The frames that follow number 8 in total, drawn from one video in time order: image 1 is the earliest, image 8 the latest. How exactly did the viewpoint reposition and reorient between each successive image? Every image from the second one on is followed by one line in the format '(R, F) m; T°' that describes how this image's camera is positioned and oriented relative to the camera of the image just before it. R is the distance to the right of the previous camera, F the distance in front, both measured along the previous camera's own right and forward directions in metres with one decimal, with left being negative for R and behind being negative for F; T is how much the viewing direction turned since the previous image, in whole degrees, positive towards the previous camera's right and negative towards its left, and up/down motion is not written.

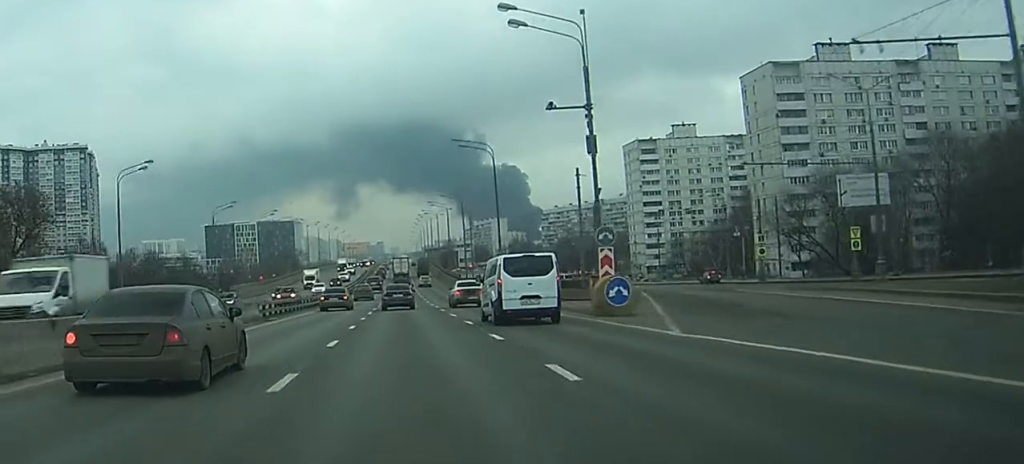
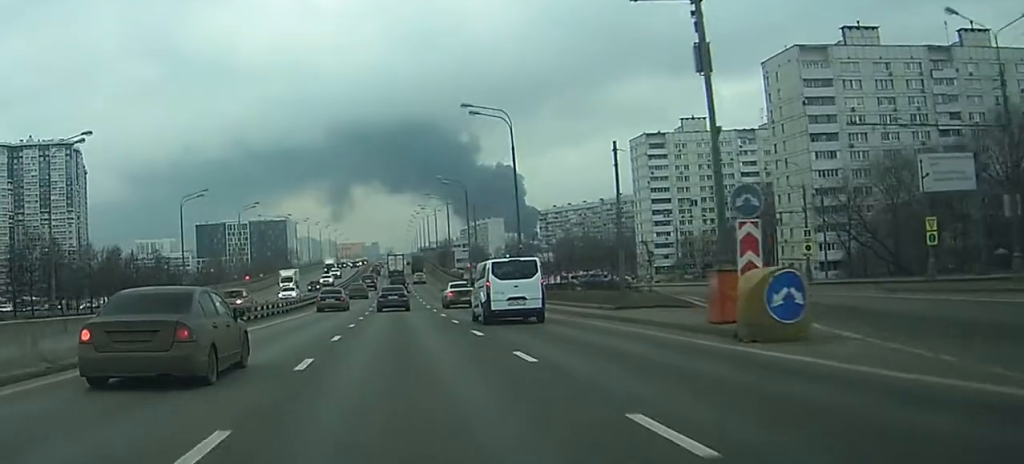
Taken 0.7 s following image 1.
(-0.1, +12.6) m; 0°
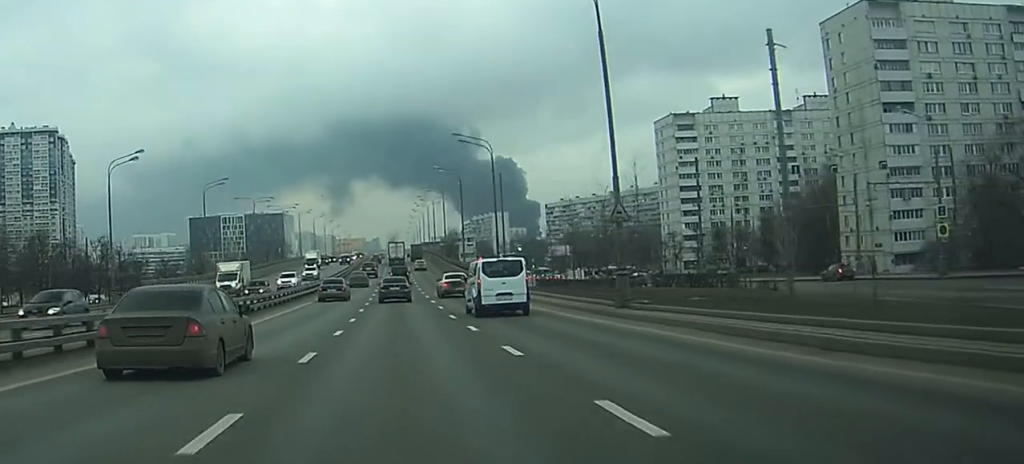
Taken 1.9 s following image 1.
(+0.1, +22.6) m; 0°
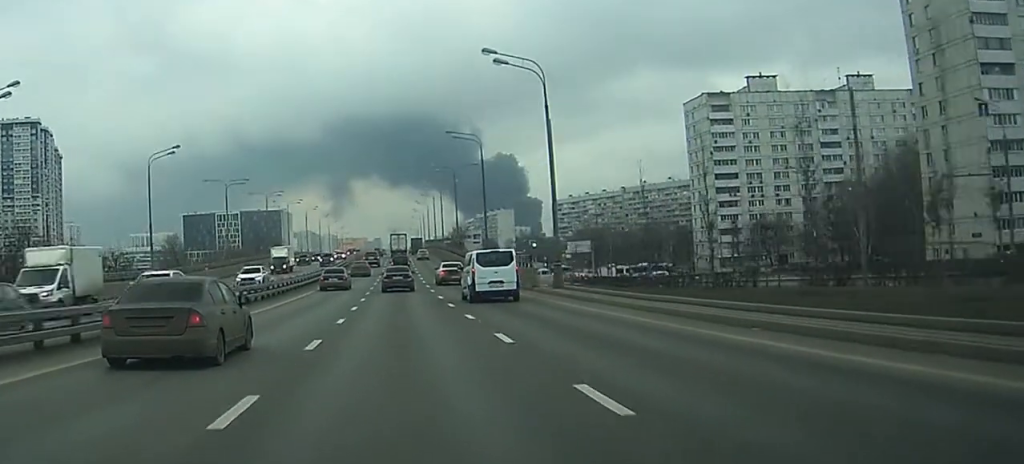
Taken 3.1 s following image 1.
(0.0, +22.7) m; 0°
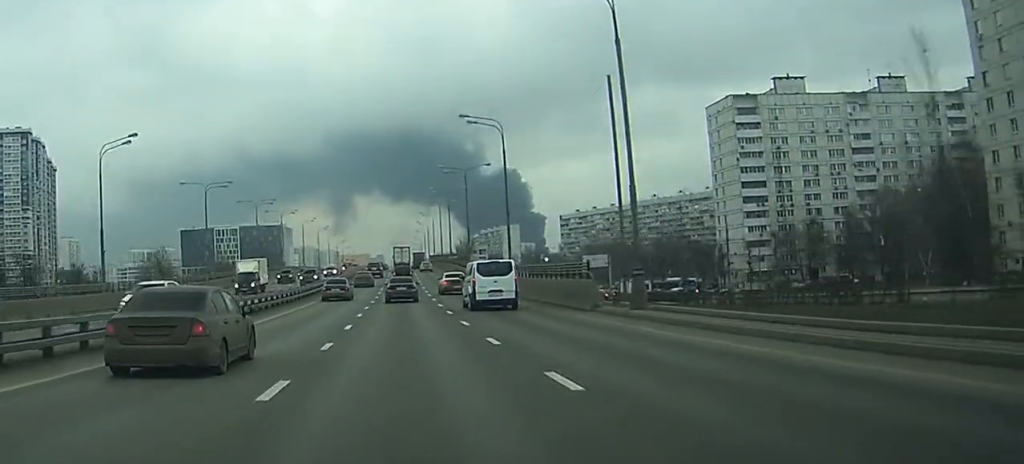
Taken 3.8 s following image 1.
(0.0, +13.5) m; 0°
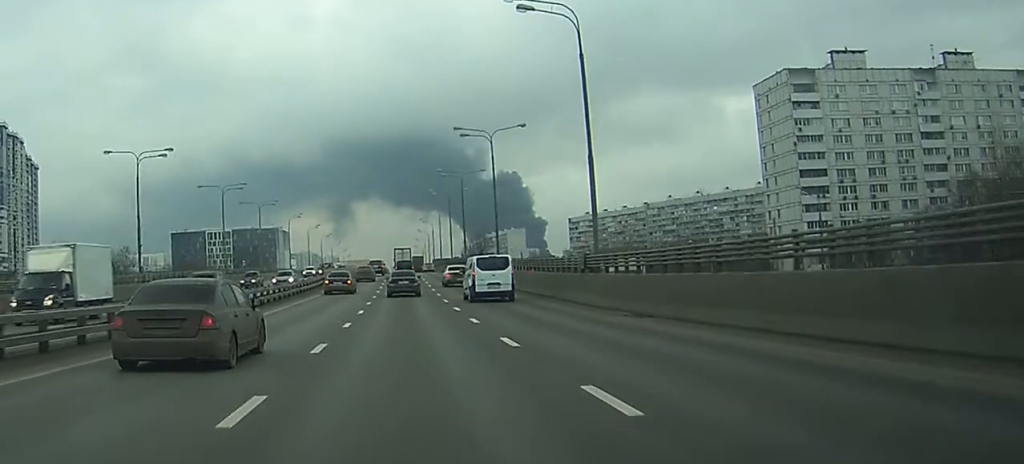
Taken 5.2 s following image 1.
(-0.1, +26.4) m; 0°
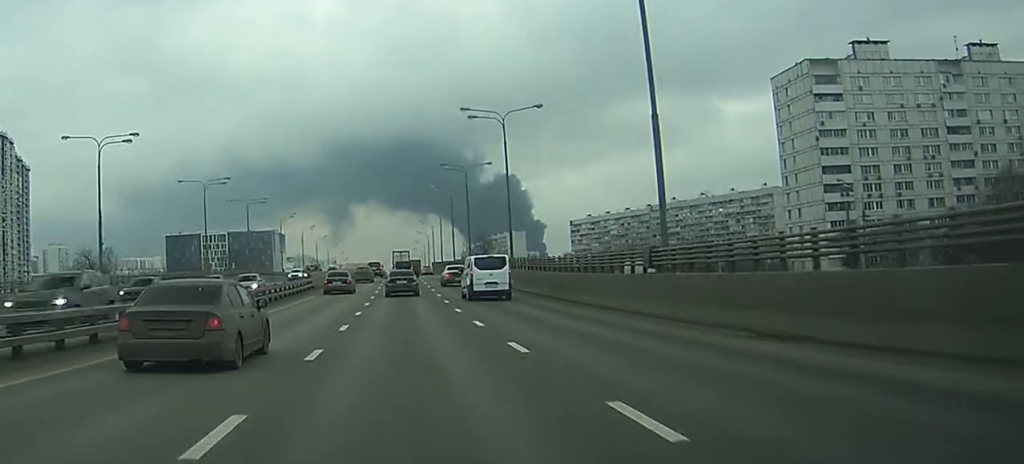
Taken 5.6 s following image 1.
(0.0, +9.3) m; 0°
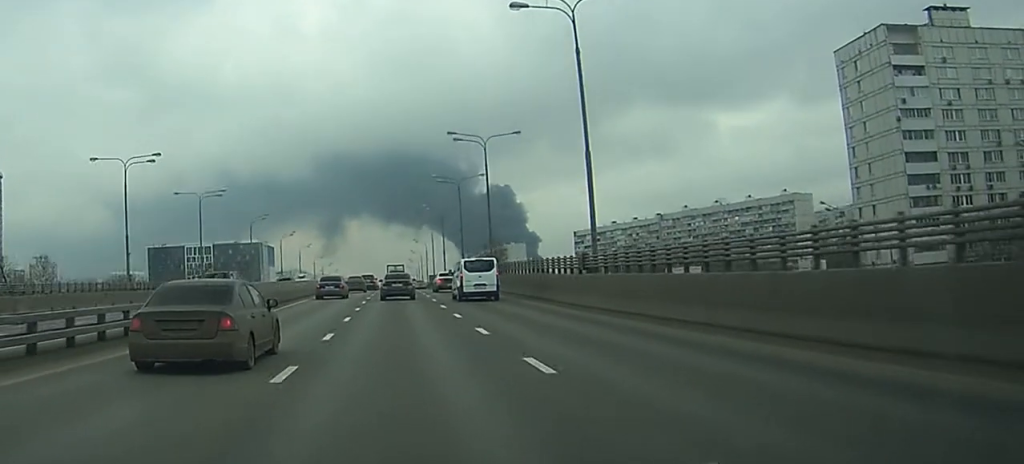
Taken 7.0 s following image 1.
(0.0, +27.4) m; 0°
